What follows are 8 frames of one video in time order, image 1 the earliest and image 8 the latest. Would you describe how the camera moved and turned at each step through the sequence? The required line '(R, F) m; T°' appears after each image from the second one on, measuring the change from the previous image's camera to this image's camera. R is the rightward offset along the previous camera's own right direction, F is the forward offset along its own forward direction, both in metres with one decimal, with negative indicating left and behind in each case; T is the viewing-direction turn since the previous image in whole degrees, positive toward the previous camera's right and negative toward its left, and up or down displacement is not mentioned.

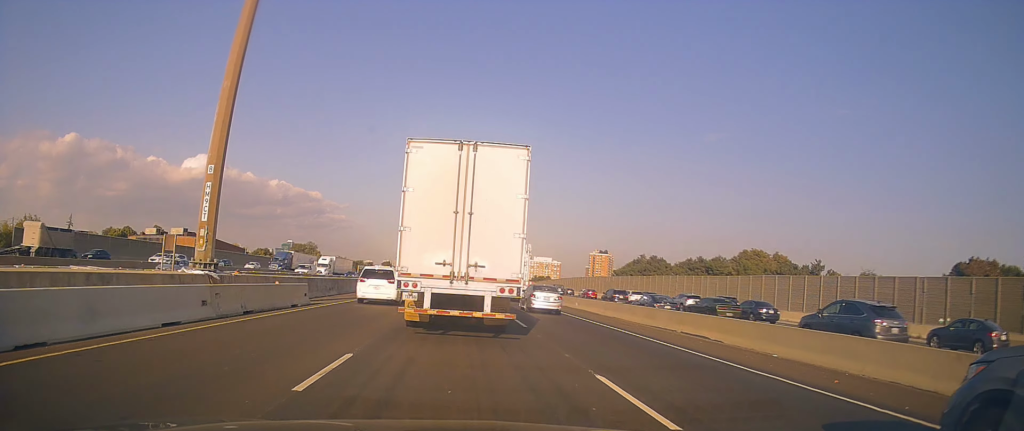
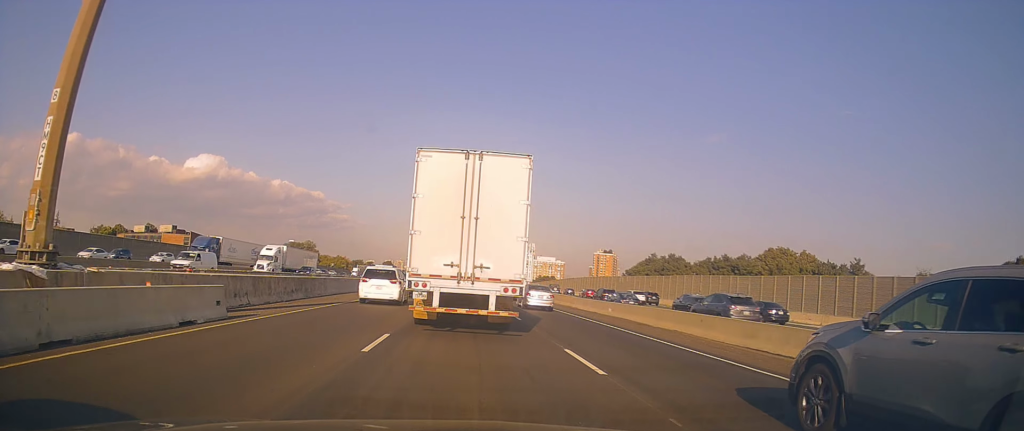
(+0.1, +8.8) m; +2°
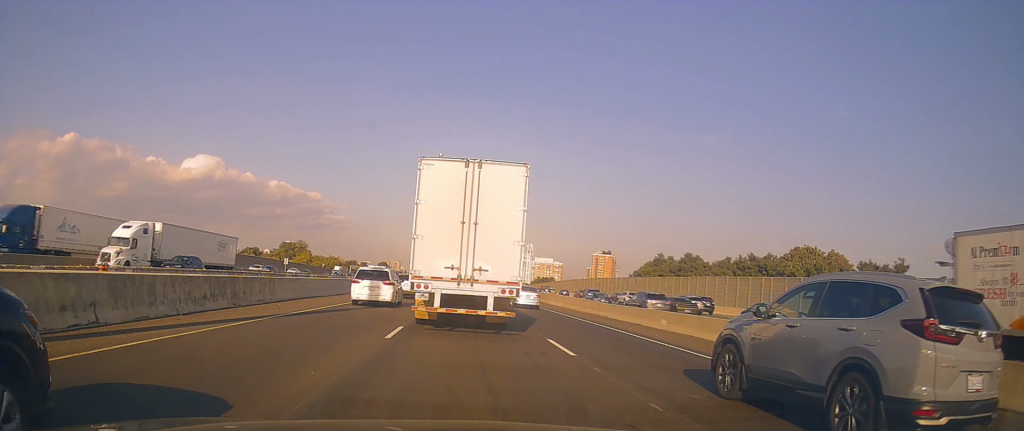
(+0.2, +9.6) m; -2°
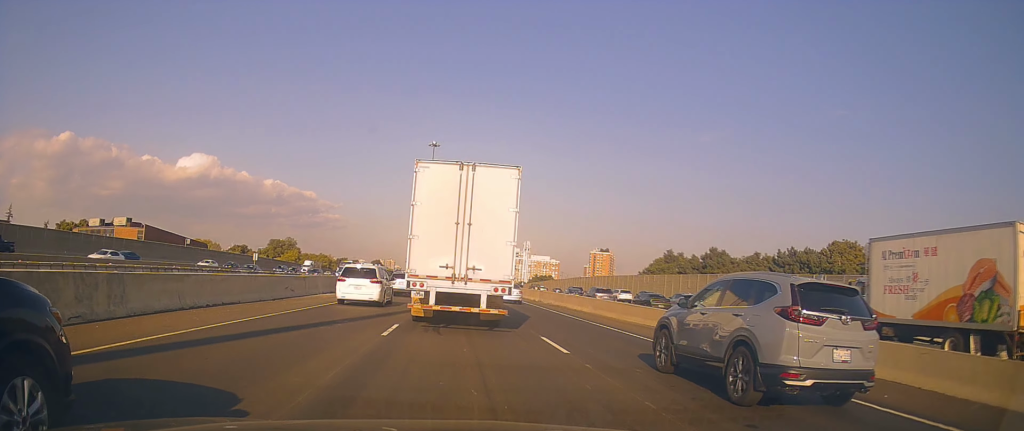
(-0.1, +11.9) m; +3°
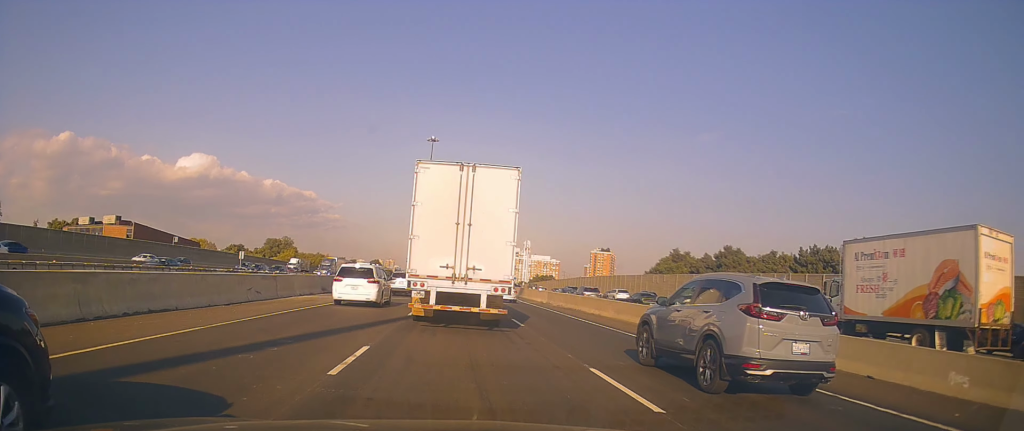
(+0.3, +5.1) m; +2°
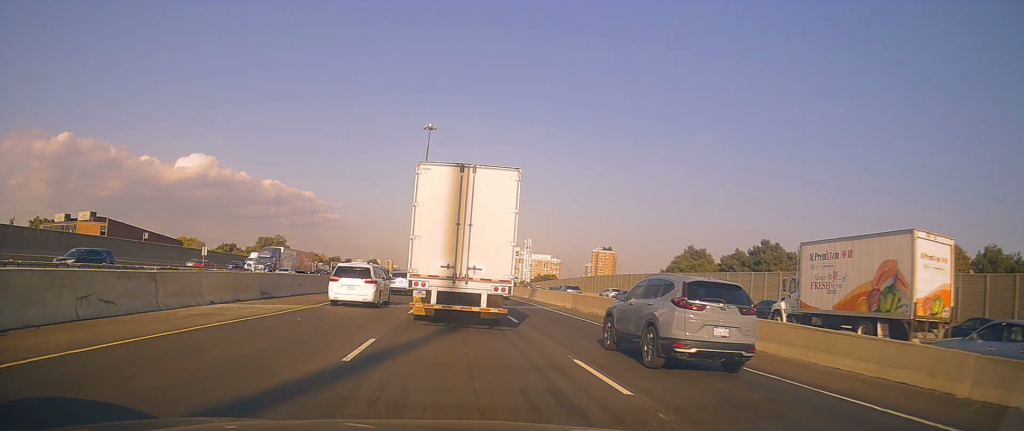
(-0.3, +11.1) m; -5°
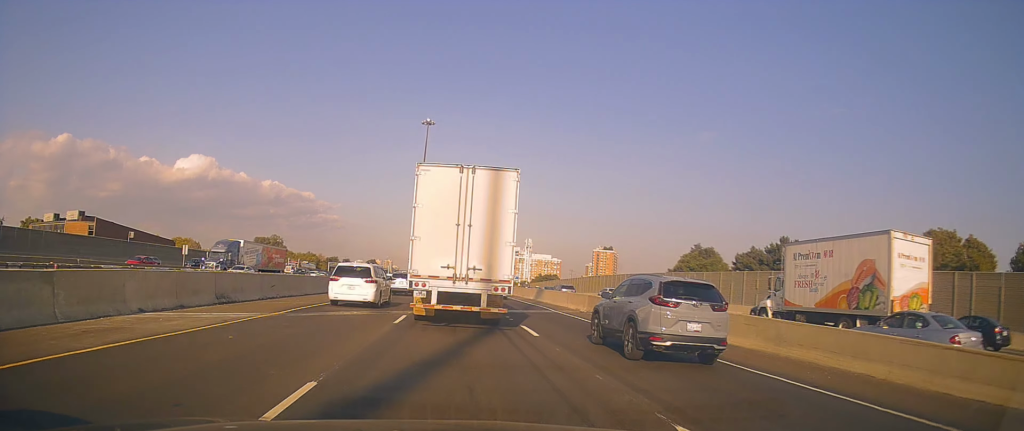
(-0.3, +4.7) m; +1°
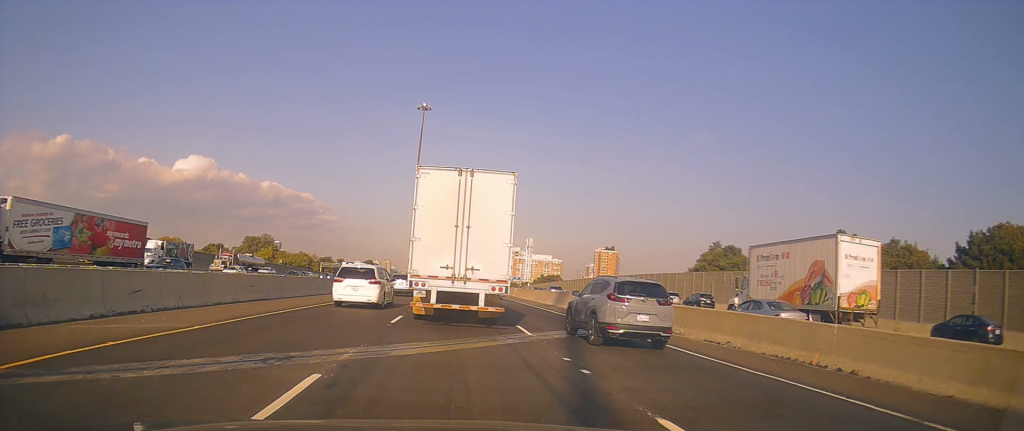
(+0.5, +11.9) m; +3°
